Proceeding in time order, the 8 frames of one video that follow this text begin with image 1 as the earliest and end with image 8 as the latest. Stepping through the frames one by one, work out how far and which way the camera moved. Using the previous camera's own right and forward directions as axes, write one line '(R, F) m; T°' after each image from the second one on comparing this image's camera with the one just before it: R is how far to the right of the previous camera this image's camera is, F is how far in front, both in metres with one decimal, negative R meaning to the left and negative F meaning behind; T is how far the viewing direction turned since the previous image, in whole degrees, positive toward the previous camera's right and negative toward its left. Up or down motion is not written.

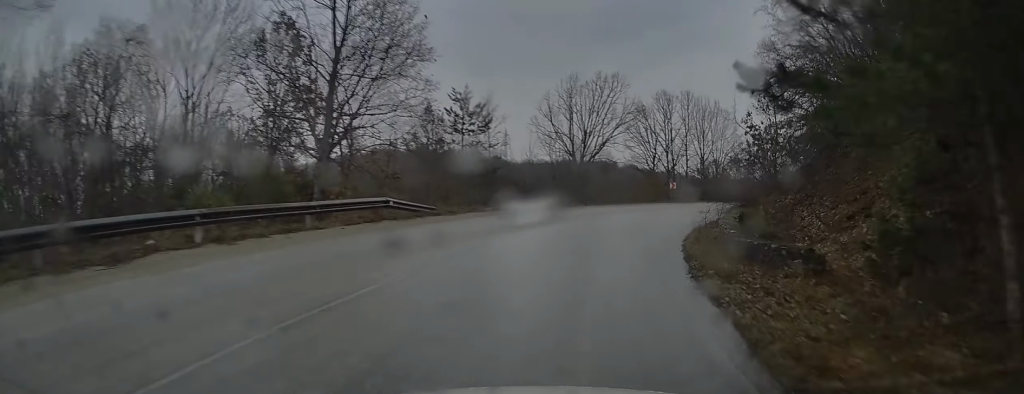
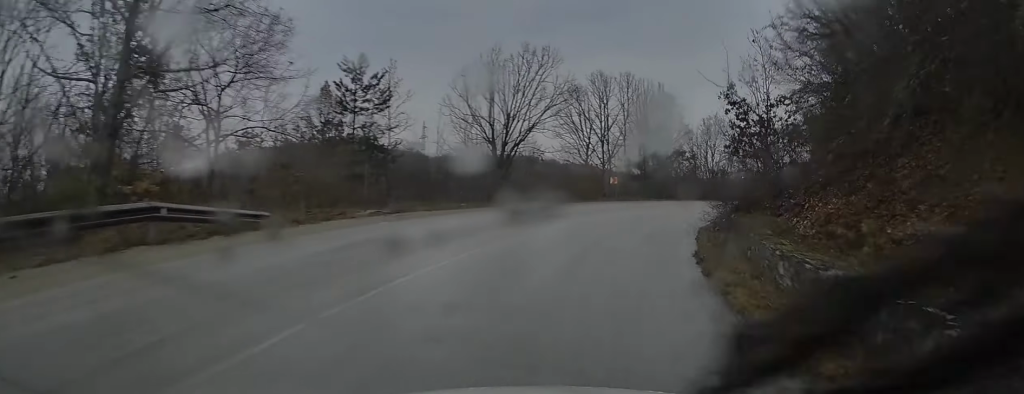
(+0.7, +8.8) m; +9°
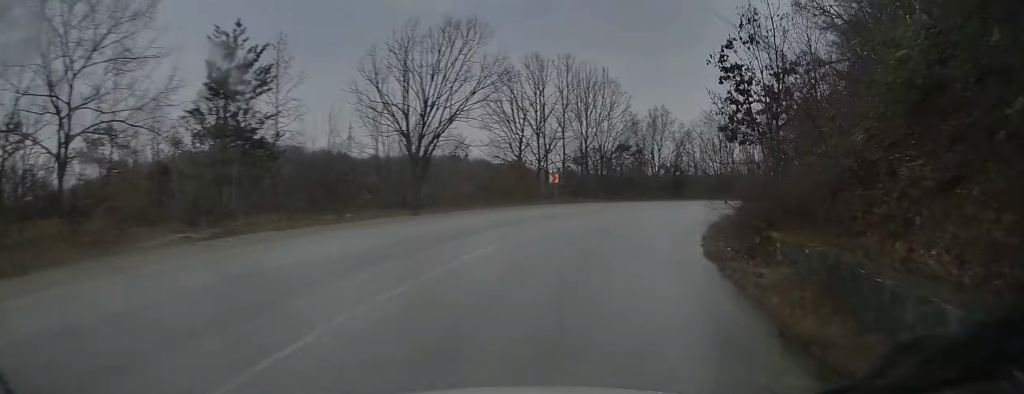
(+0.4, +7.4) m; +8°
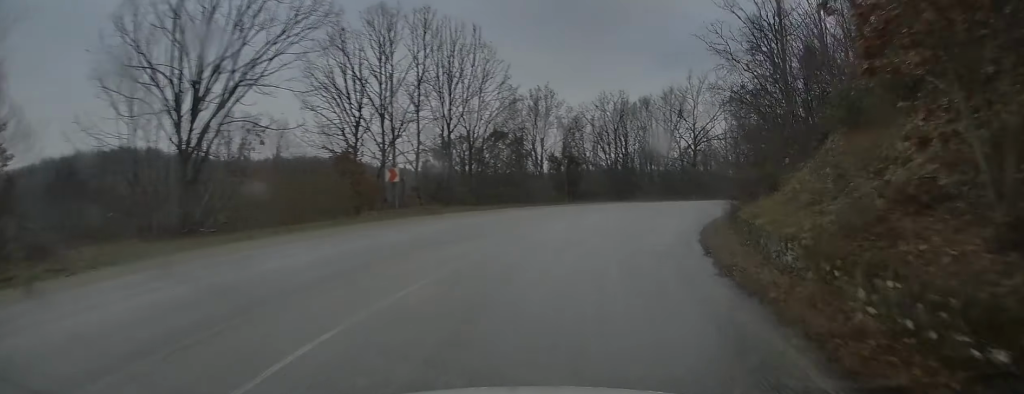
(+1.6, +12.6) m; +14°
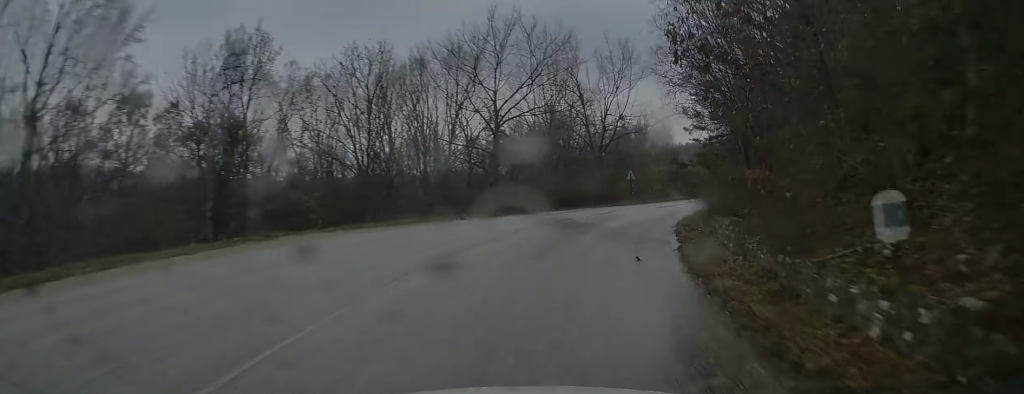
(+3.7, +20.5) m; +17°
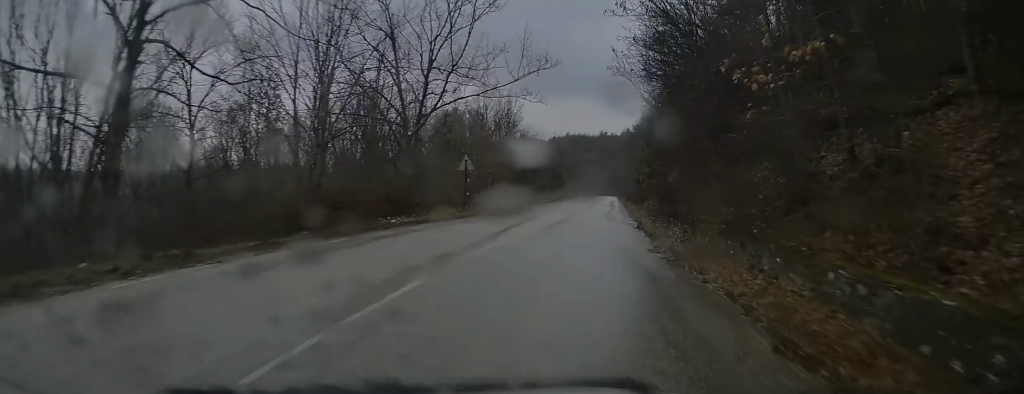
(+1.9, +20.3) m; +13°
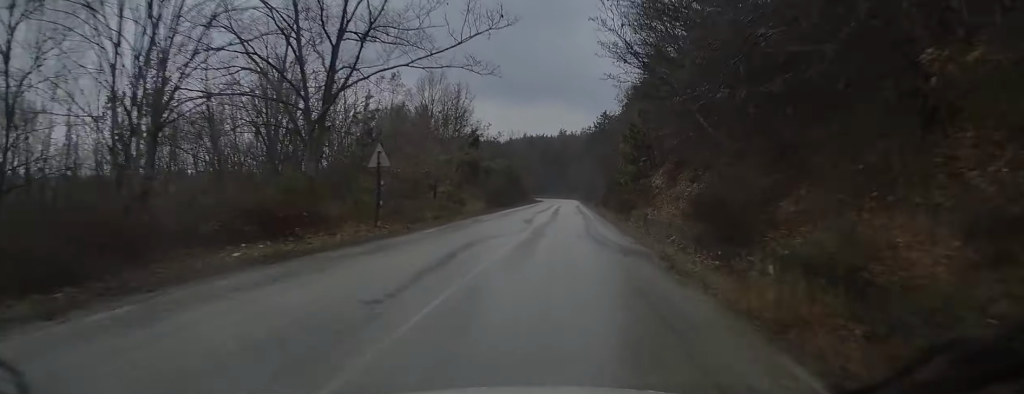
(+0.7, +8.8) m; +7°
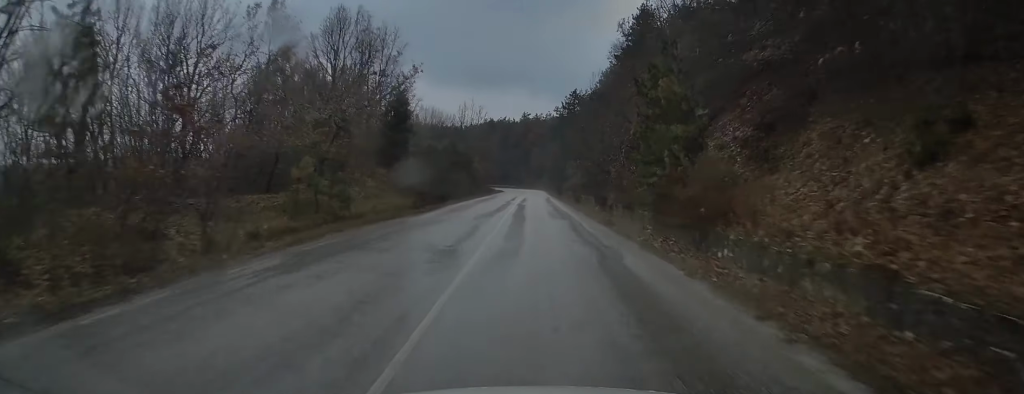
(+1.6, +17.0) m; +11°
